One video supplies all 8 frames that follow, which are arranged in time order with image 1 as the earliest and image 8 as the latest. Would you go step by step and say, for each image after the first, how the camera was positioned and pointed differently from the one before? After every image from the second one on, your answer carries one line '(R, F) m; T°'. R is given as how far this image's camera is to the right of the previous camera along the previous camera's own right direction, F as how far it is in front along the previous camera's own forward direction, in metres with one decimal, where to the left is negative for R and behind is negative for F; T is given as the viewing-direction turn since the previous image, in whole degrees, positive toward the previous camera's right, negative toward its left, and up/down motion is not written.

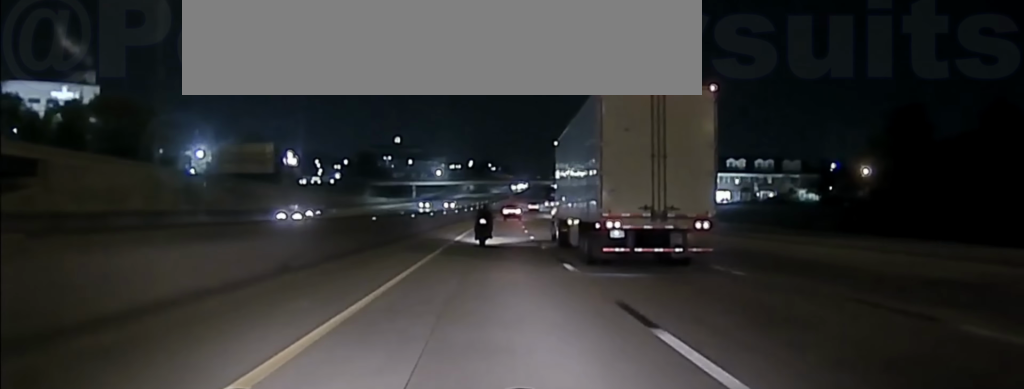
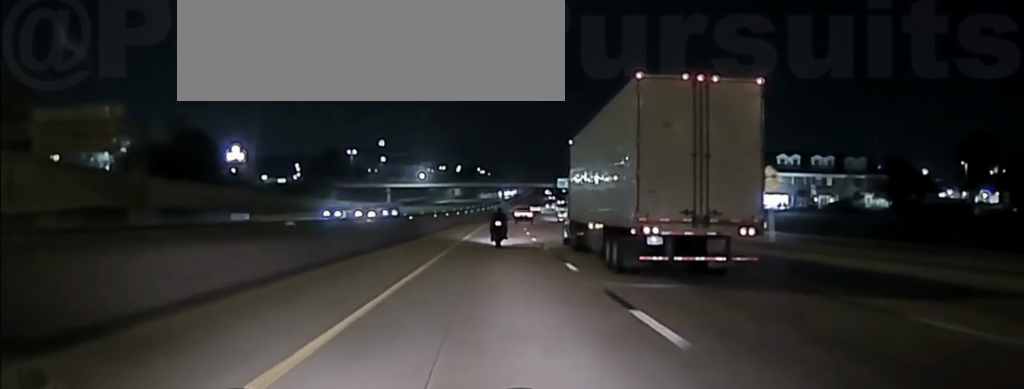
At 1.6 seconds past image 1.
(0.0, +46.4) m; +1°
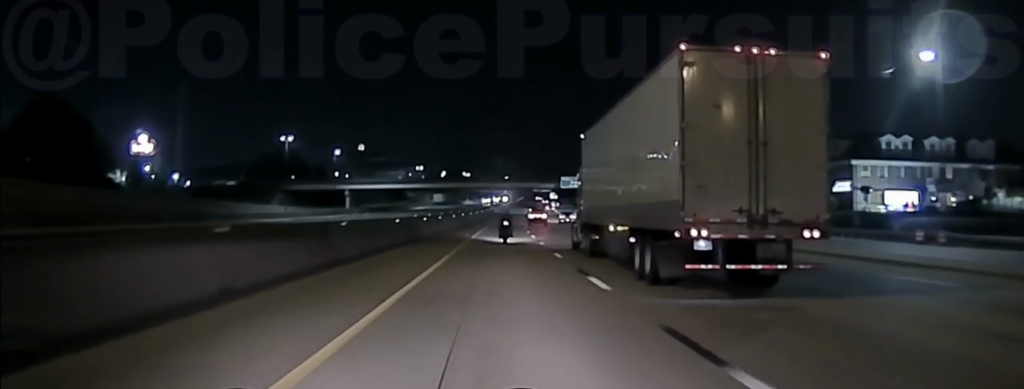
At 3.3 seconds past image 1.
(+0.3, +53.4) m; 0°
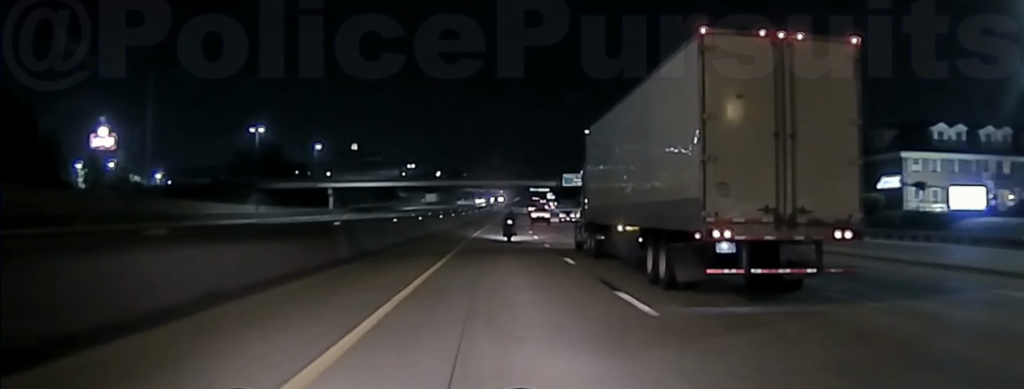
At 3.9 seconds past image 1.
(-0.2, +16.4) m; 0°
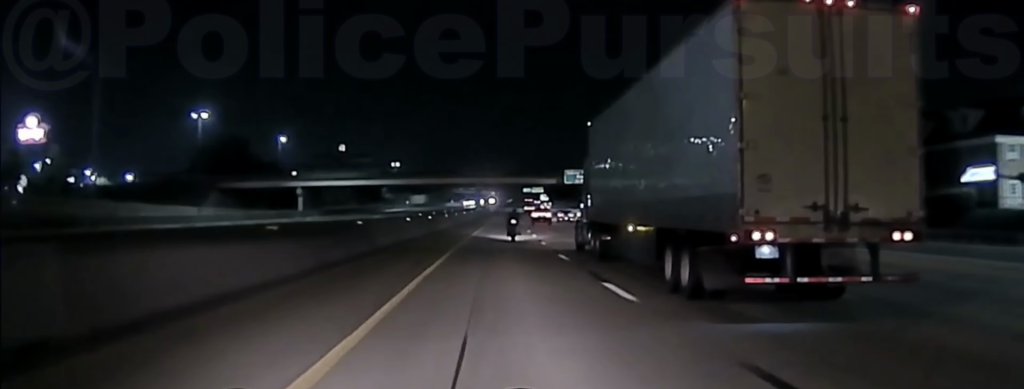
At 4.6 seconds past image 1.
(+0.3, +23.3) m; +1°
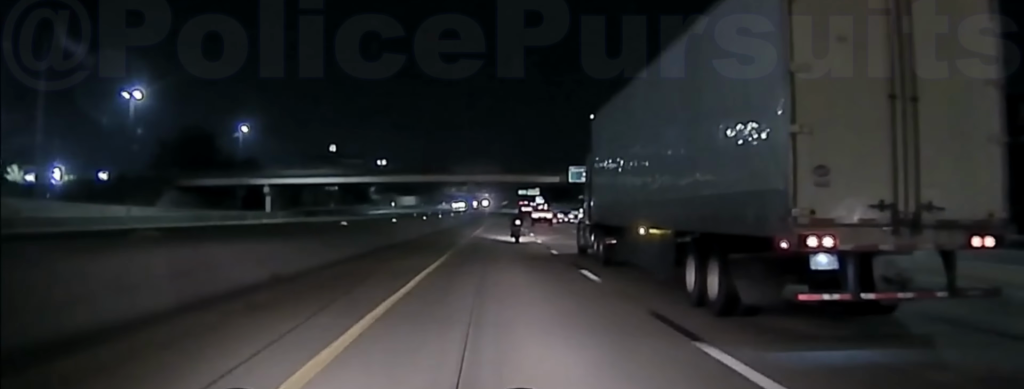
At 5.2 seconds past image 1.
(+0.2, +20.2) m; +1°
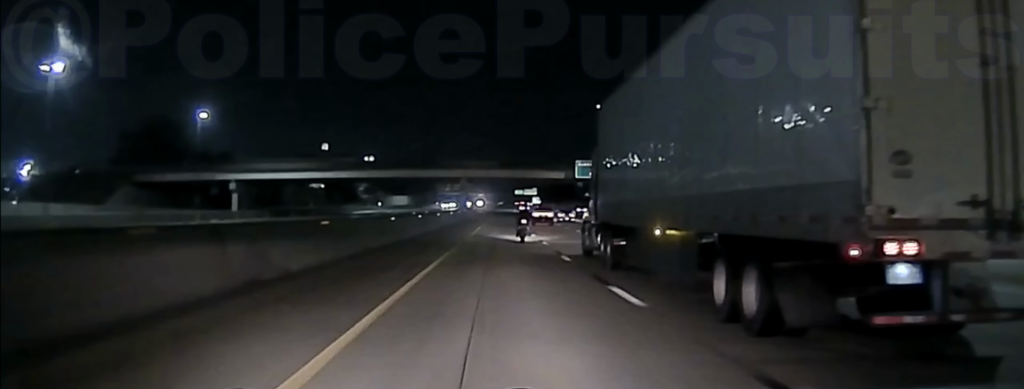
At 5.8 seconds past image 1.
(+0.2, +18.2) m; +1°
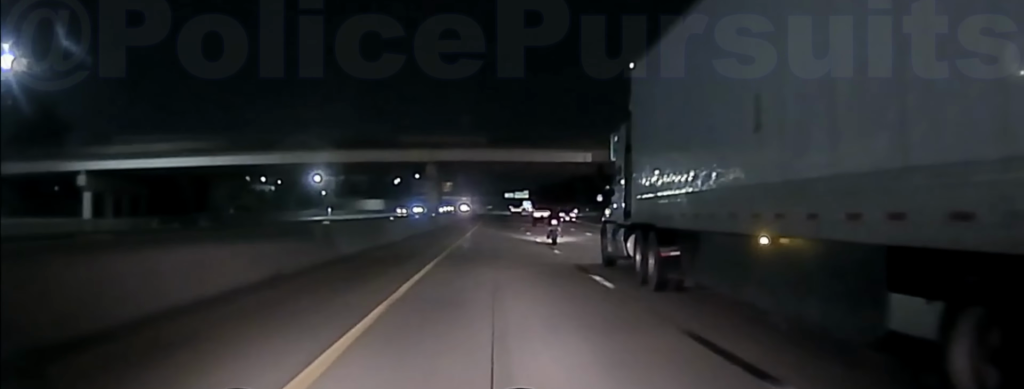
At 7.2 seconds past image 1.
(+0.1, +44.6) m; 0°
